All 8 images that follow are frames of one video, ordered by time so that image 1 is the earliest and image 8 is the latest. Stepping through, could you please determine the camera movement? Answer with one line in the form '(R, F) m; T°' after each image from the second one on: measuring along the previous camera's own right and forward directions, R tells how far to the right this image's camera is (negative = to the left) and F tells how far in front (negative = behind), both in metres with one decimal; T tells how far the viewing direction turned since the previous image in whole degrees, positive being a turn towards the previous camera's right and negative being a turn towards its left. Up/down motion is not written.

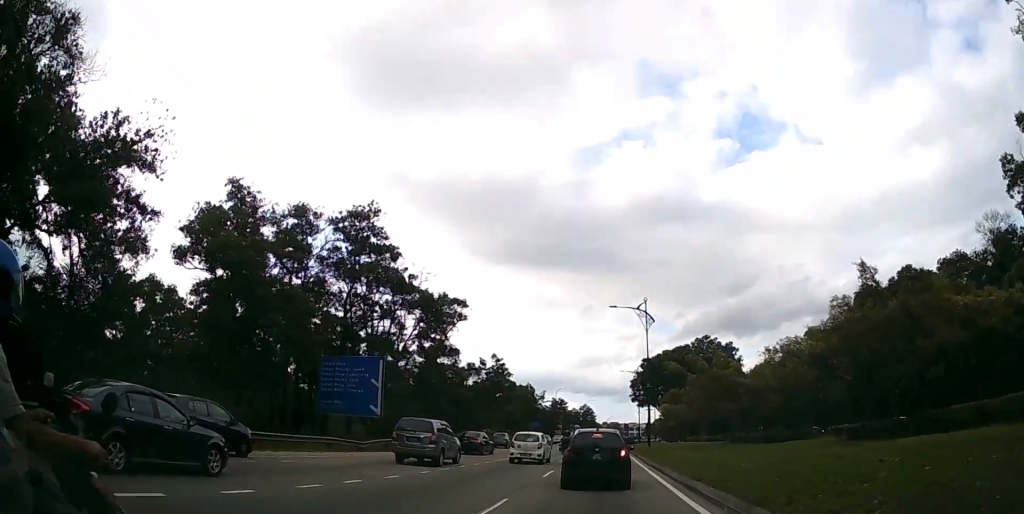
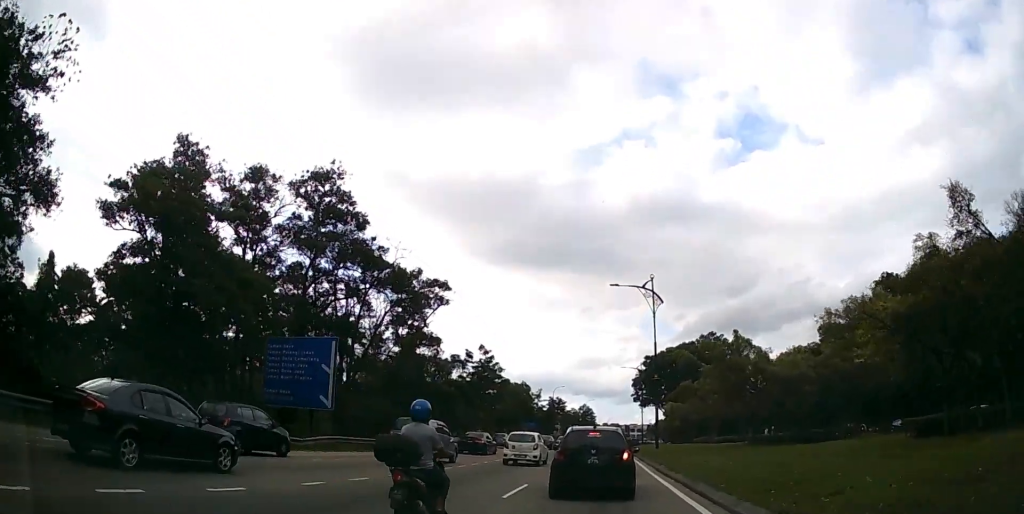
(0.0, +7.0) m; 0°
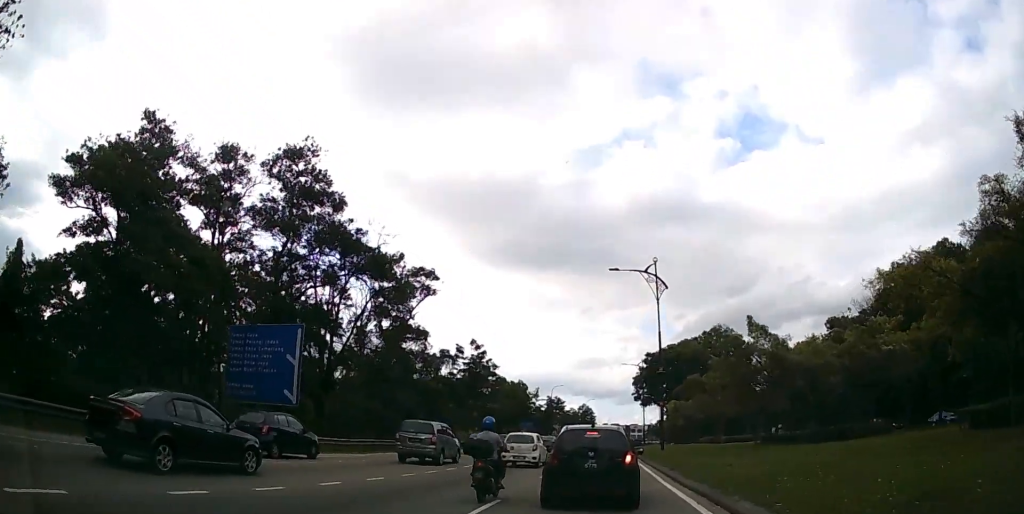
(0.0, +4.5) m; 0°
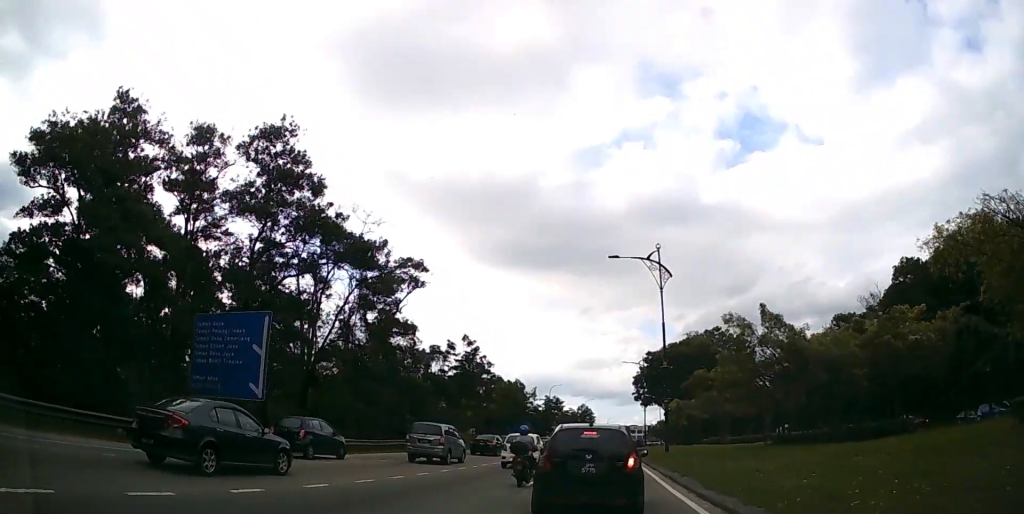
(0.0, +3.2) m; 0°
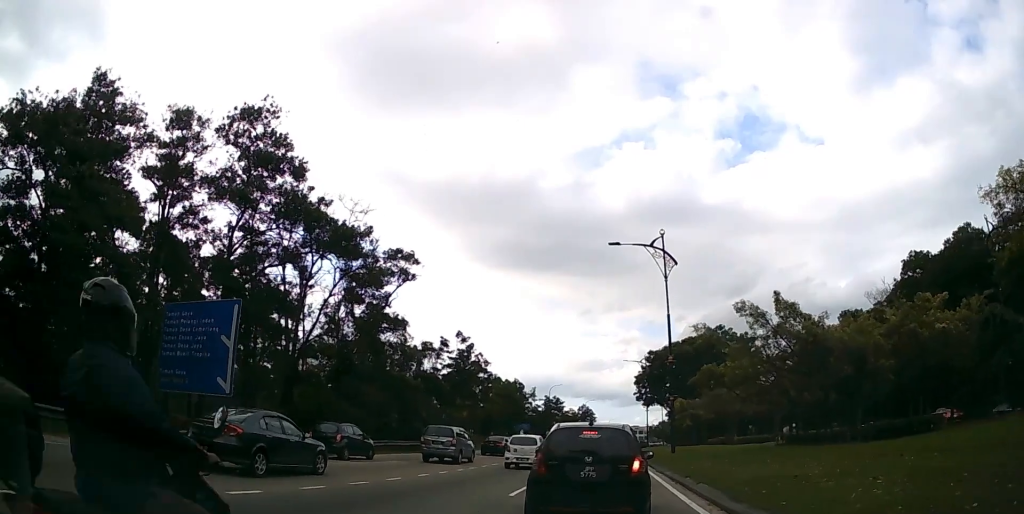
(0.0, +2.8) m; 0°
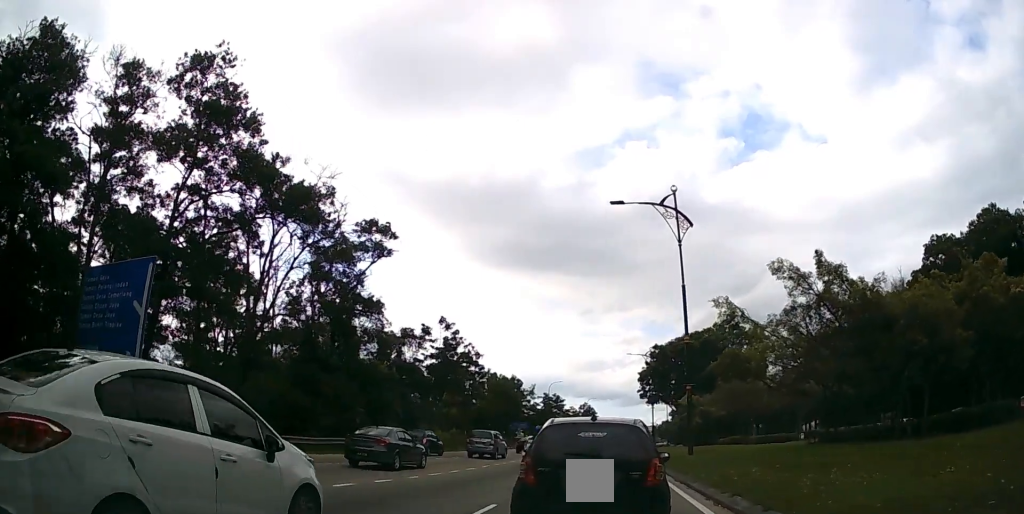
(+0.3, +6.1) m; +4°
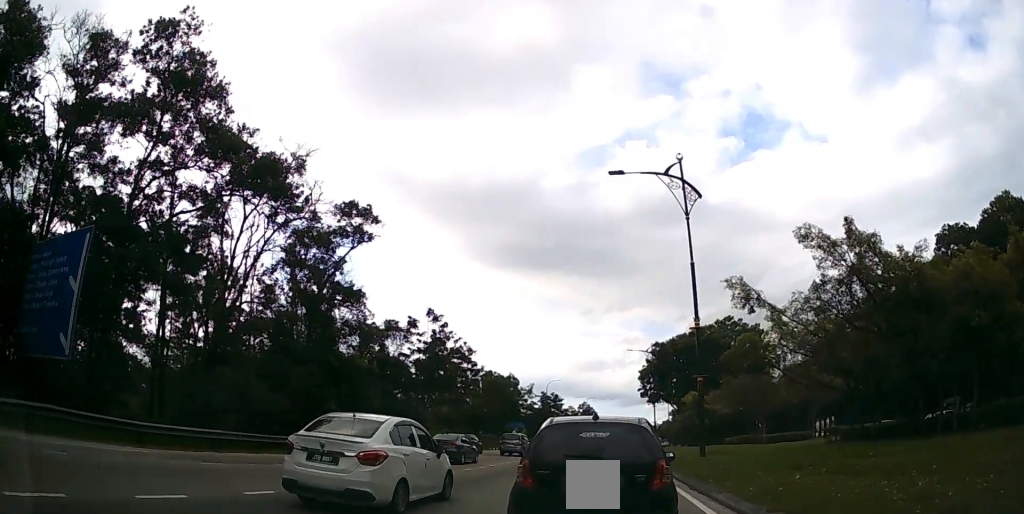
(0.0, +3.3) m; -1°
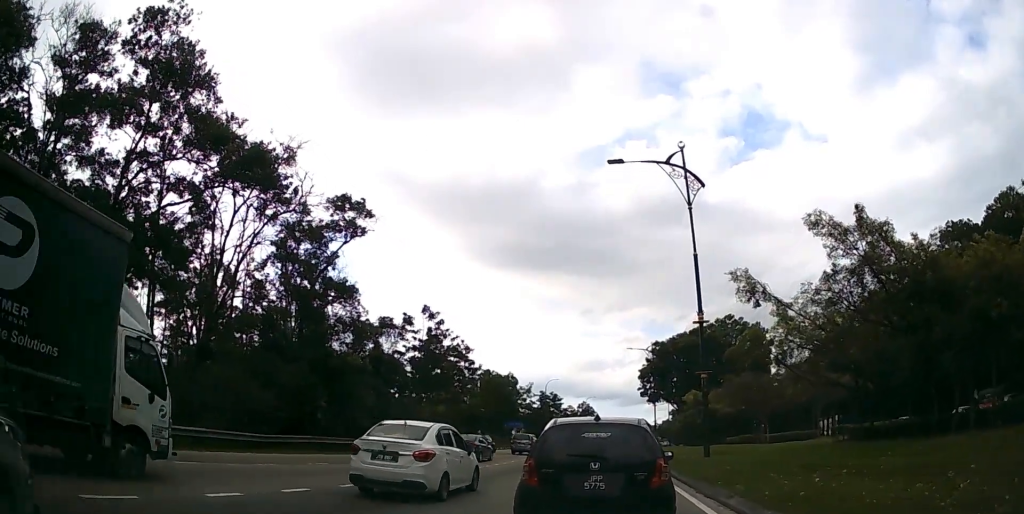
(0.0, +0.9) m; -1°
